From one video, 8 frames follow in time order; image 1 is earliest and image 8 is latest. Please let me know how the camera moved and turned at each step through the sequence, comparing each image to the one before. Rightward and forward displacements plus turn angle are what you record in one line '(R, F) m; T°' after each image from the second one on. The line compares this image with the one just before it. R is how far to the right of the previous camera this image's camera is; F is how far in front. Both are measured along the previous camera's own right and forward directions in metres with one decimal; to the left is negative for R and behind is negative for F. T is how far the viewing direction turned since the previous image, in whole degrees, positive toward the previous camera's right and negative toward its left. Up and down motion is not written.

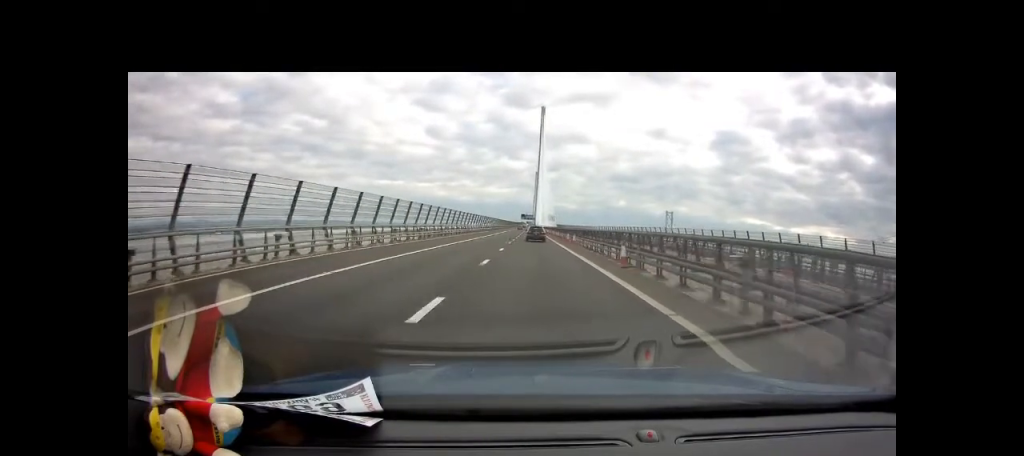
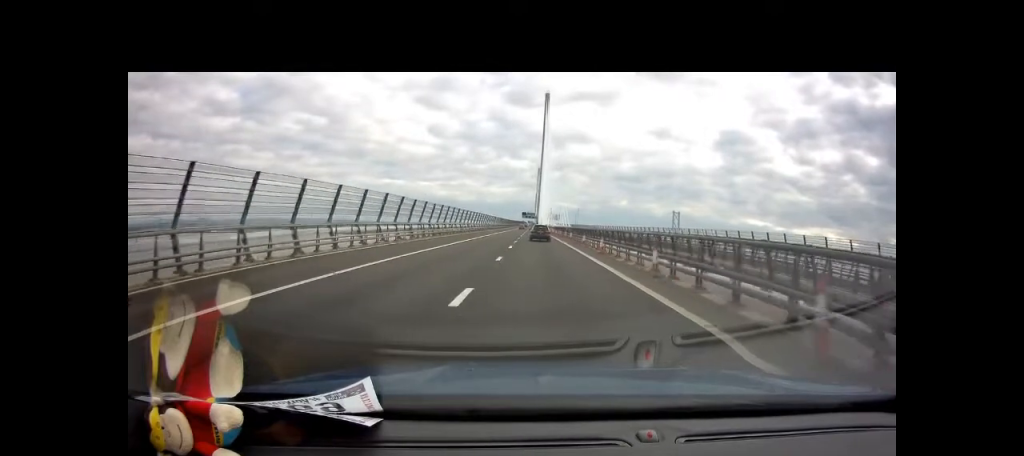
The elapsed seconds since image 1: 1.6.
(-0.1, +61.7) m; 0°
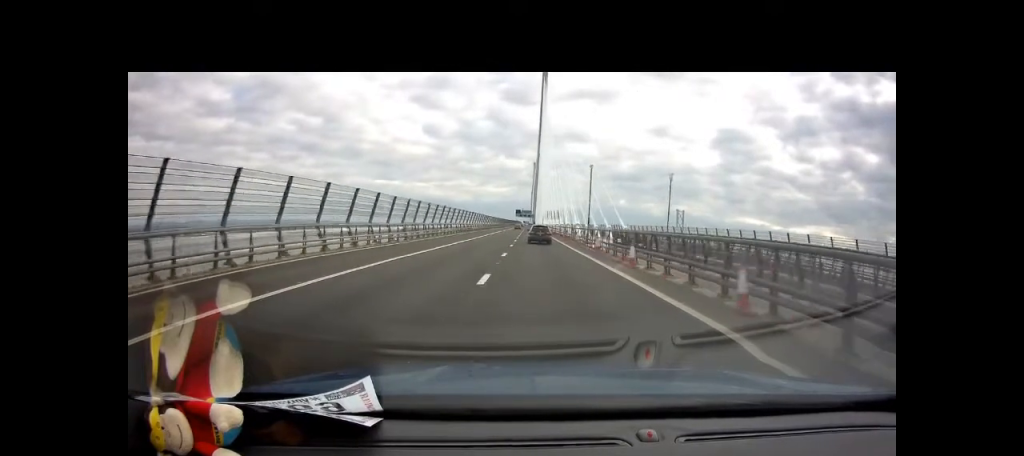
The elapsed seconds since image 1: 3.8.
(+0.4, +86.1) m; 0°
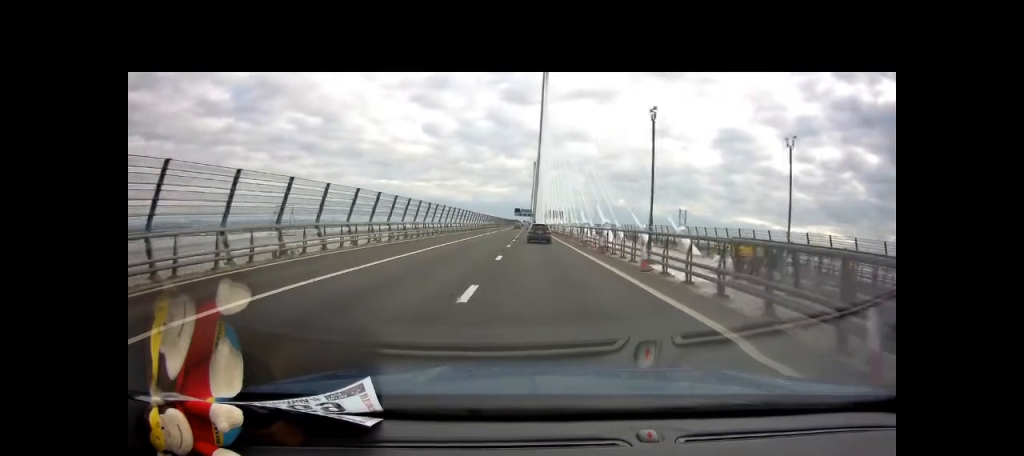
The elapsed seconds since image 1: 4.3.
(-0.1, +19.5) m; 0°
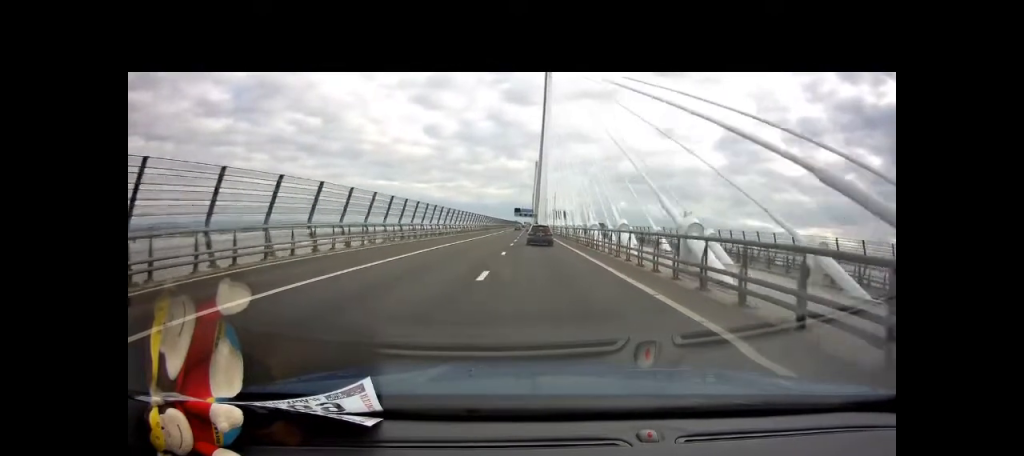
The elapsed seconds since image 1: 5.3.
(0.0, +41.3) m; 0°
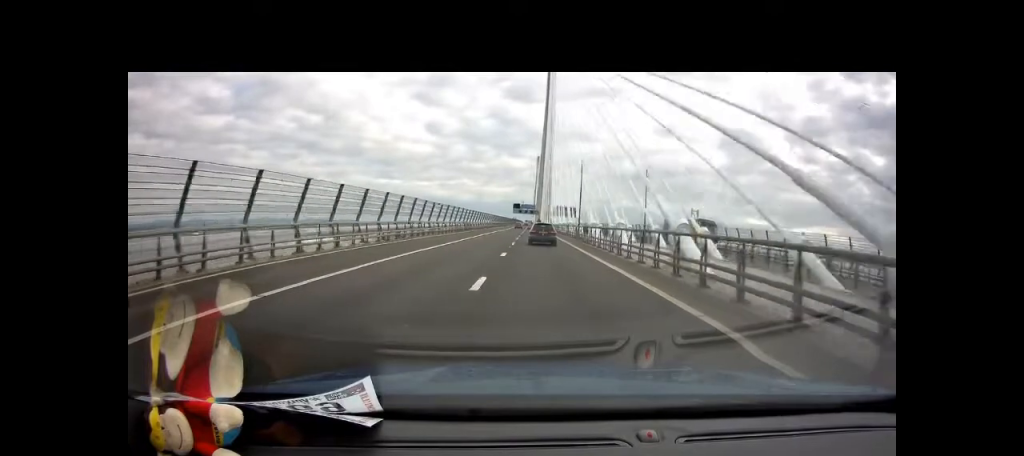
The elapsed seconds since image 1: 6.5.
(-0.1, +45.7) m; 0°
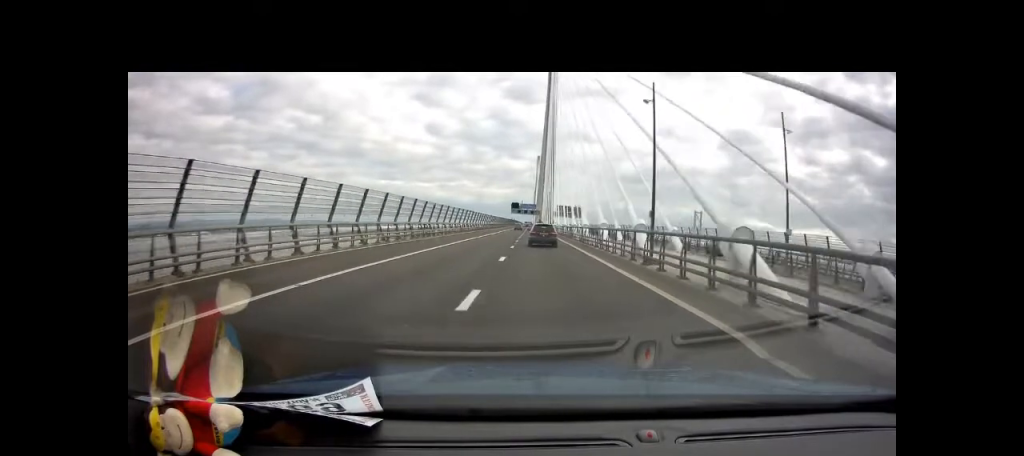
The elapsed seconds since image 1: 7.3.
(+0.1, +28.7) m; 0°
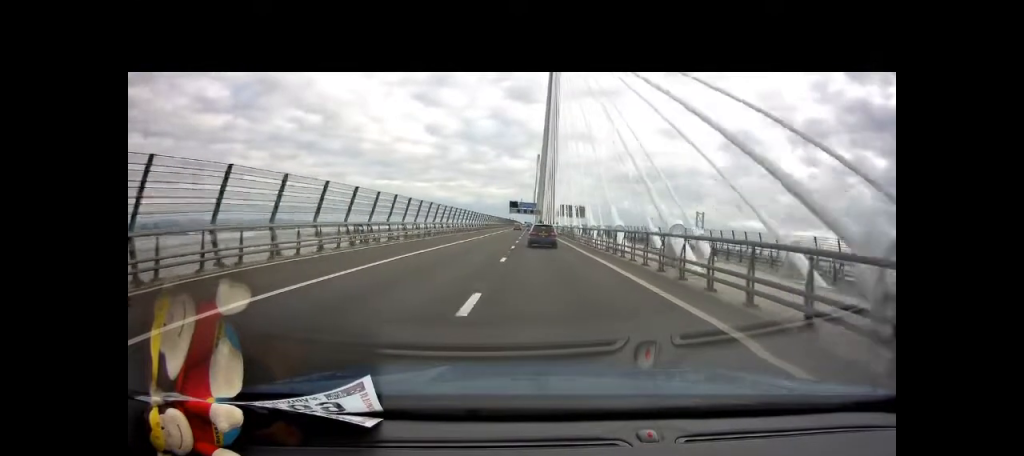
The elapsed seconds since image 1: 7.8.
(0.0, +18.7) m; 0°
